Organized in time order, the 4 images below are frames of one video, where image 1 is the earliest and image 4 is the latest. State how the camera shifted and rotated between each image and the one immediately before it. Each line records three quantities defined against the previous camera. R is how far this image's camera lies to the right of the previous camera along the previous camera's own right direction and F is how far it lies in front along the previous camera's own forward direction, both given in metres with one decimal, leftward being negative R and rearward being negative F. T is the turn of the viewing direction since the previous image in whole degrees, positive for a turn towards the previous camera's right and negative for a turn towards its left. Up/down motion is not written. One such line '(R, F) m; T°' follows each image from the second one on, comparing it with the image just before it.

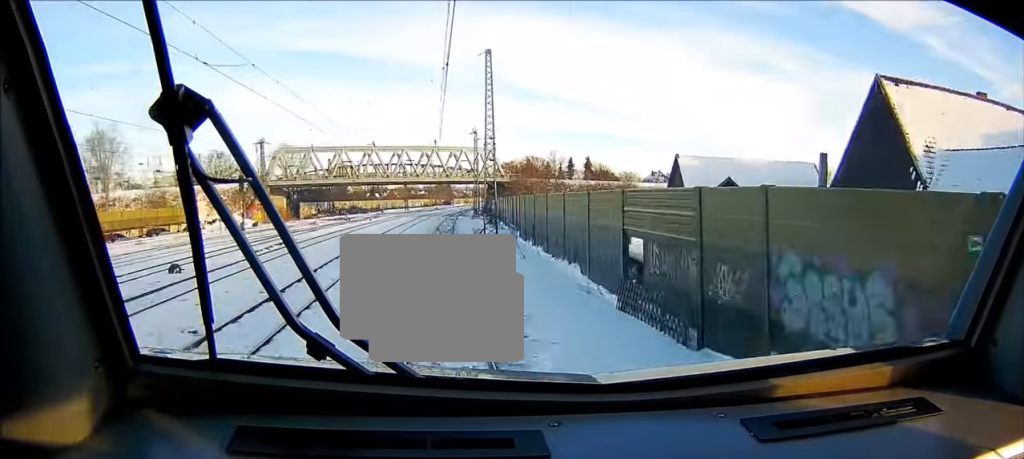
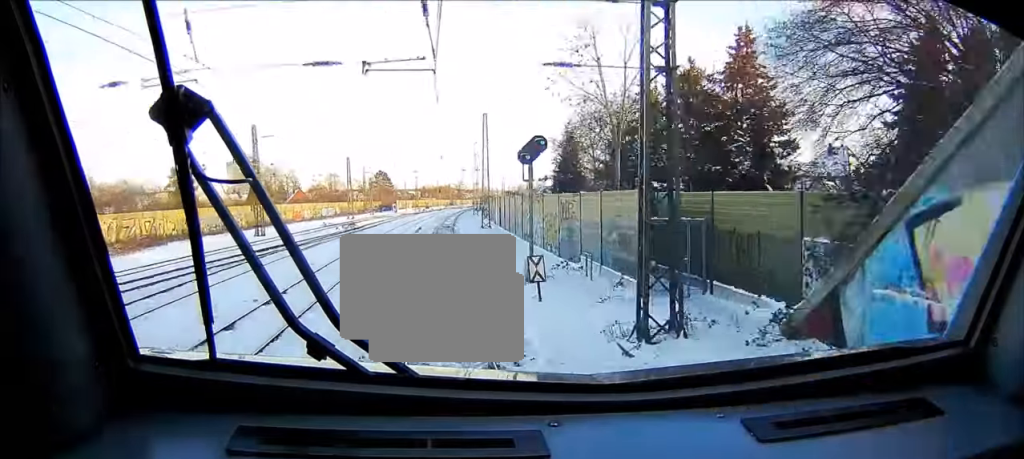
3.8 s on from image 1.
(+5.1, +131.4) m; +4°
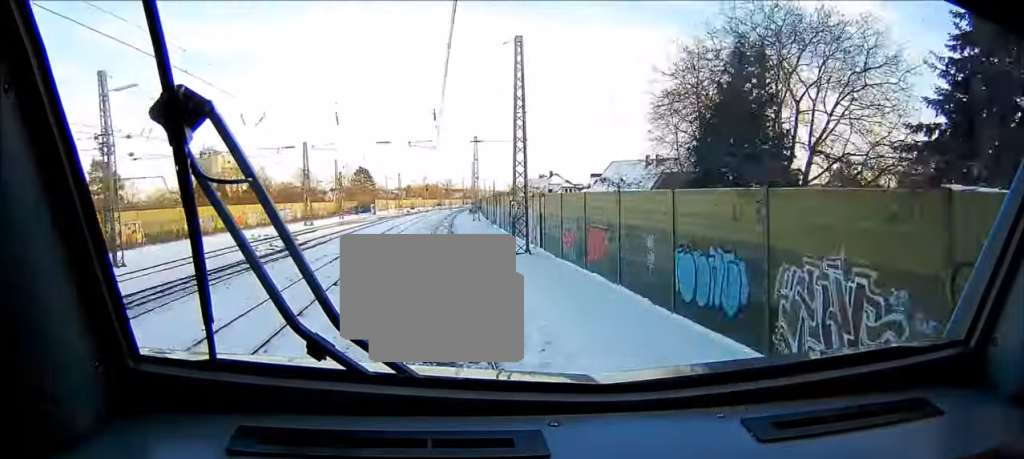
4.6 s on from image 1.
(+0.2, +30.5) m; +1°
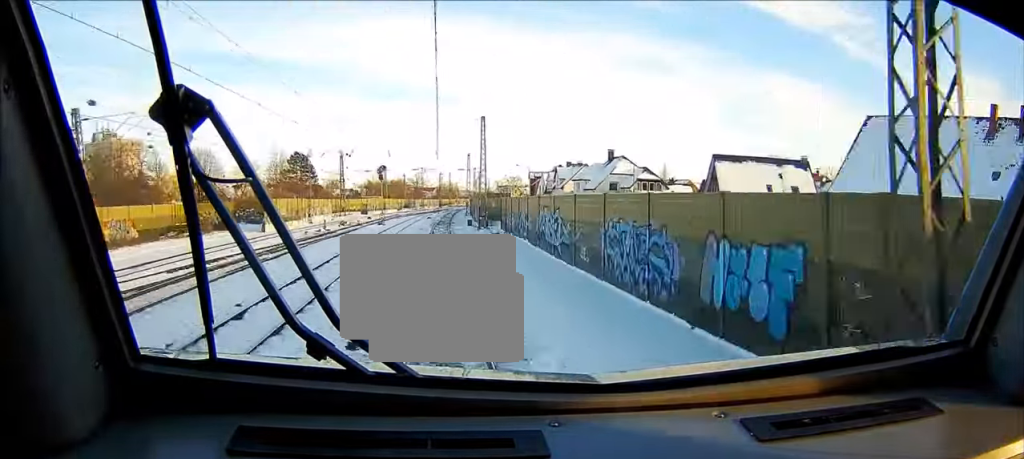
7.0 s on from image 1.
(+2.7, +82.8) m; +4°
